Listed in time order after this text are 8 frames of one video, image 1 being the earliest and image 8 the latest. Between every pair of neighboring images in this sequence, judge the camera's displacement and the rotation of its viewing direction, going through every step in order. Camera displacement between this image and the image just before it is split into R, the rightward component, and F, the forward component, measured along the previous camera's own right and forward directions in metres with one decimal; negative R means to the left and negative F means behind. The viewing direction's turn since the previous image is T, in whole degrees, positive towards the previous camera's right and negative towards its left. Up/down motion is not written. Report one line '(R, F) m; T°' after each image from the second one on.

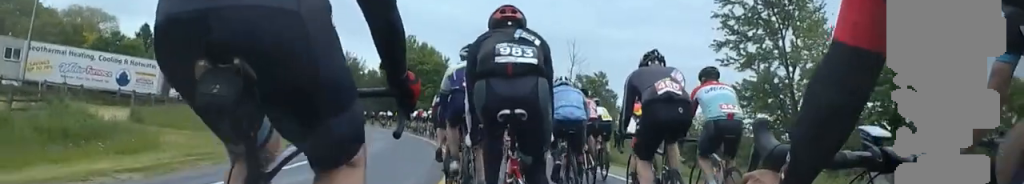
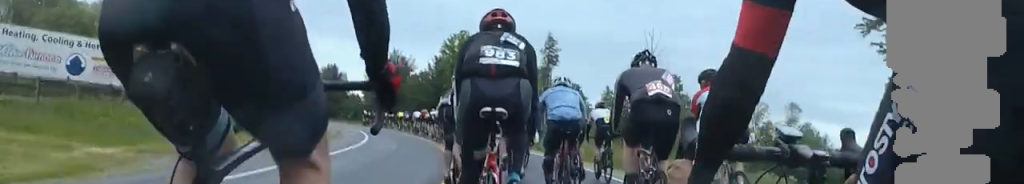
(0.0, +13.0) m; 0°
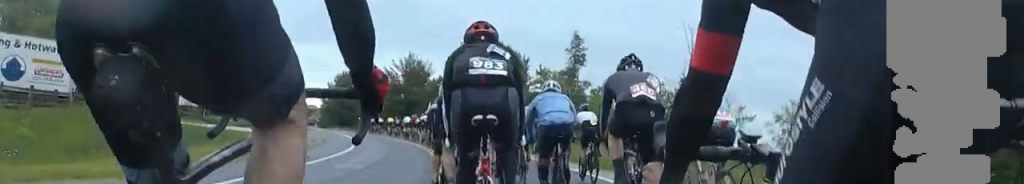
(0.0, +7.5) m; 0°
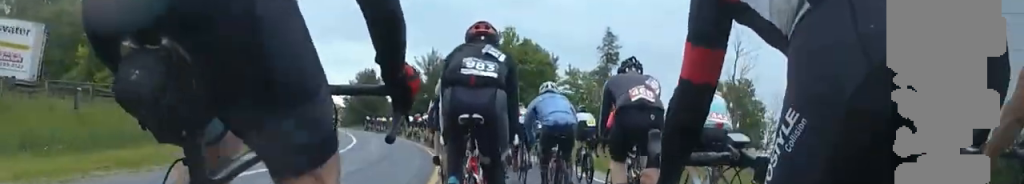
(0.0, +5.5) m; 0°
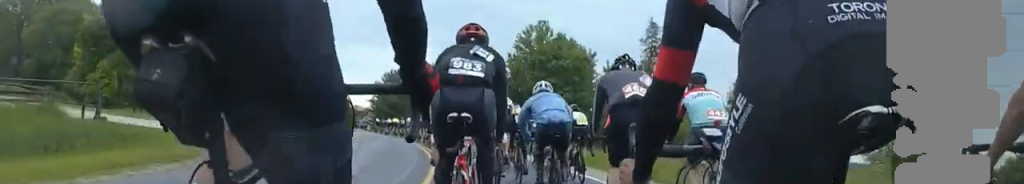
(0.0, +7.6) m; +1°
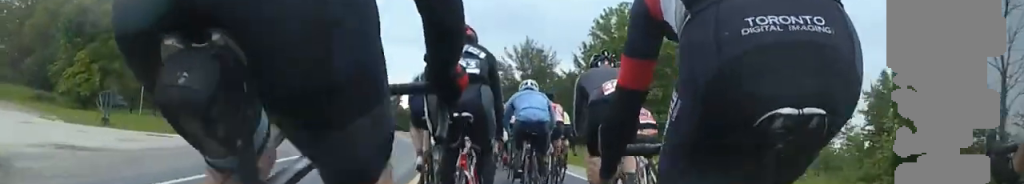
(+0.5, +14.9) m; +4°
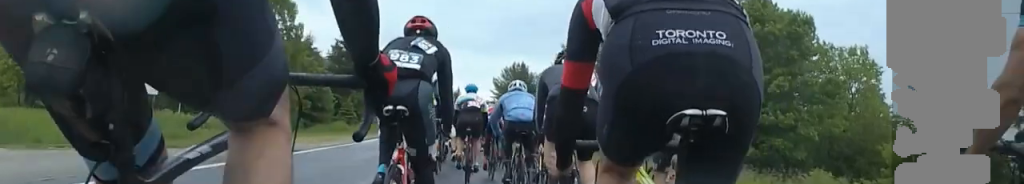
(+0.1, +16.7) m; -2°
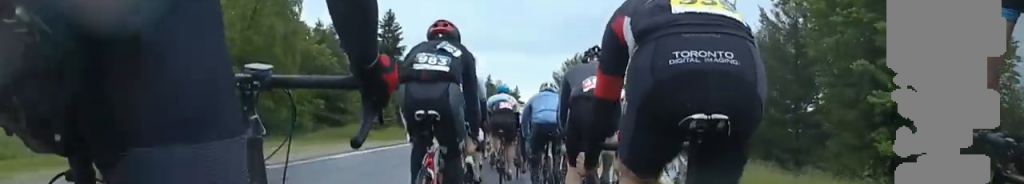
(-0.3, +11.8) m; -2°
